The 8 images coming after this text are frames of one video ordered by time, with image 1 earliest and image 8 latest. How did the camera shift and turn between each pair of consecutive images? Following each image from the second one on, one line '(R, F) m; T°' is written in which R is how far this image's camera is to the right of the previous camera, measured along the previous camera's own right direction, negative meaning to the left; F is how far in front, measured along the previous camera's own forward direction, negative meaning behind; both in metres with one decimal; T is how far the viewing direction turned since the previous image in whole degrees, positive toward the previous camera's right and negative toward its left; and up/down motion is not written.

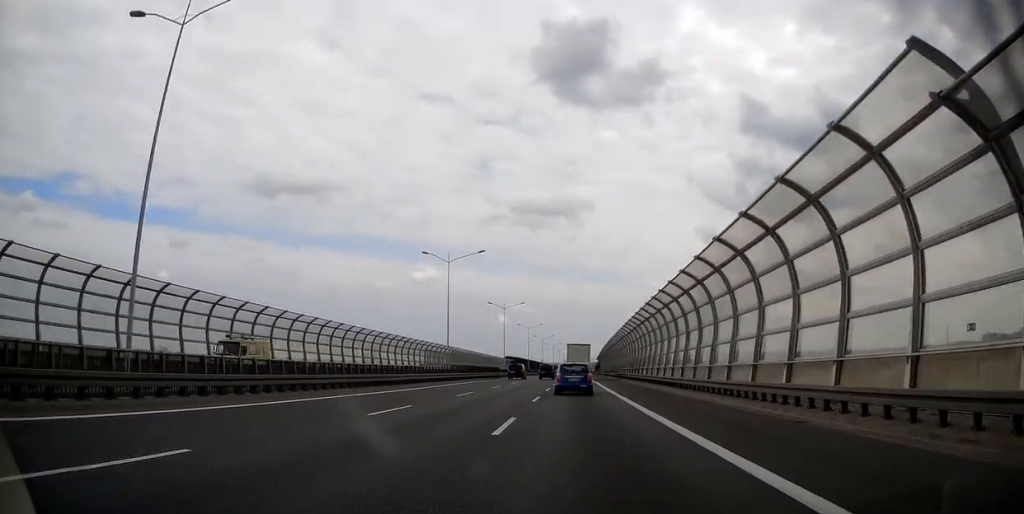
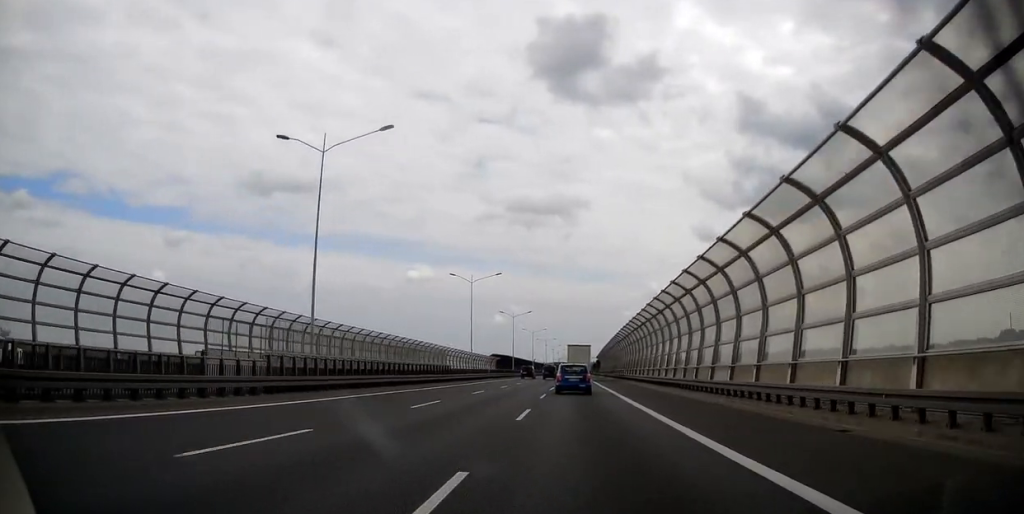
(0.0, +32.5) m; 0°
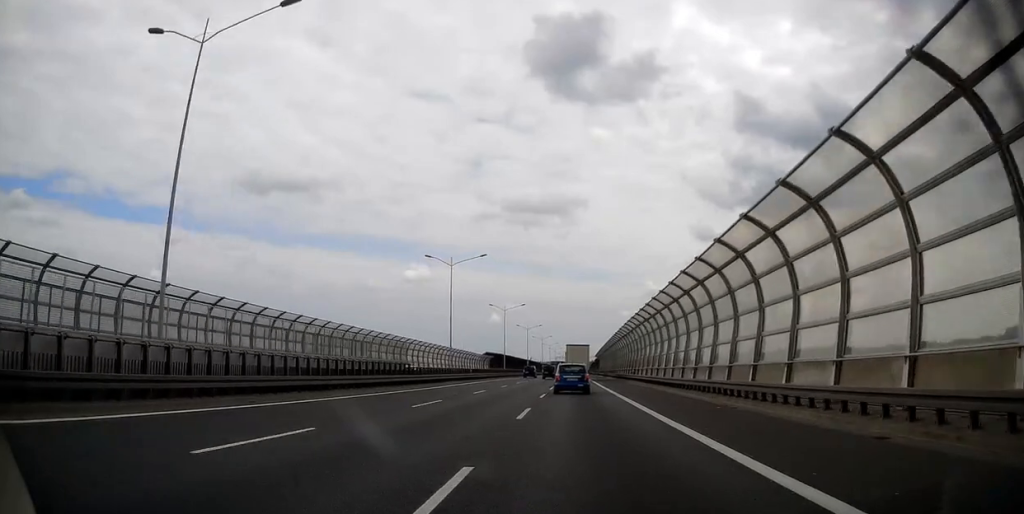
(+0.1, +11.7) m; 0°
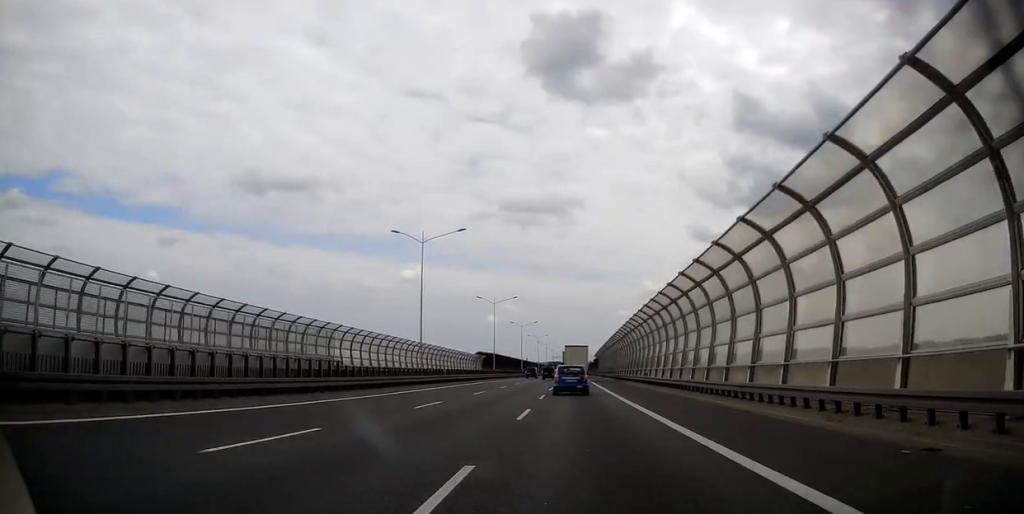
(-0.3, +11.7) m; +1°
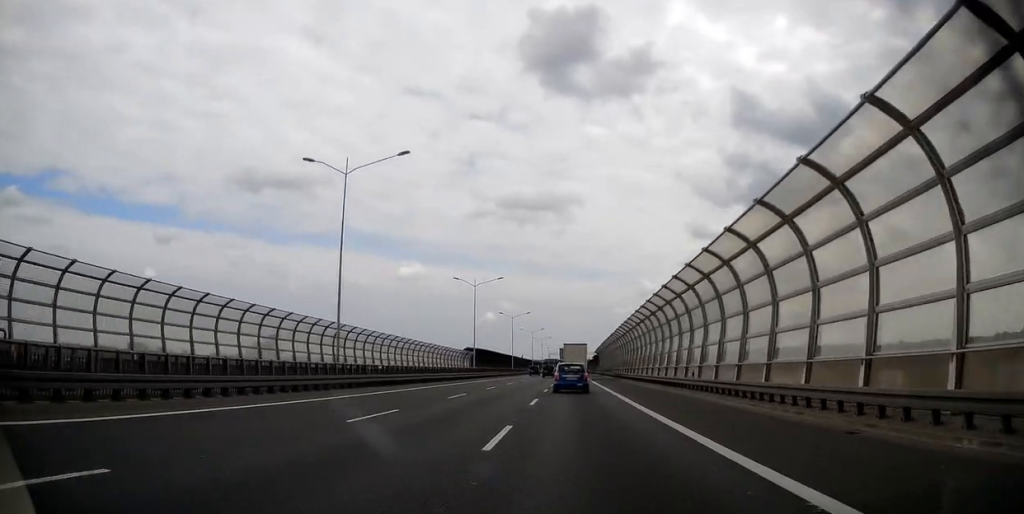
(+0.2, +18.1) m; +1°
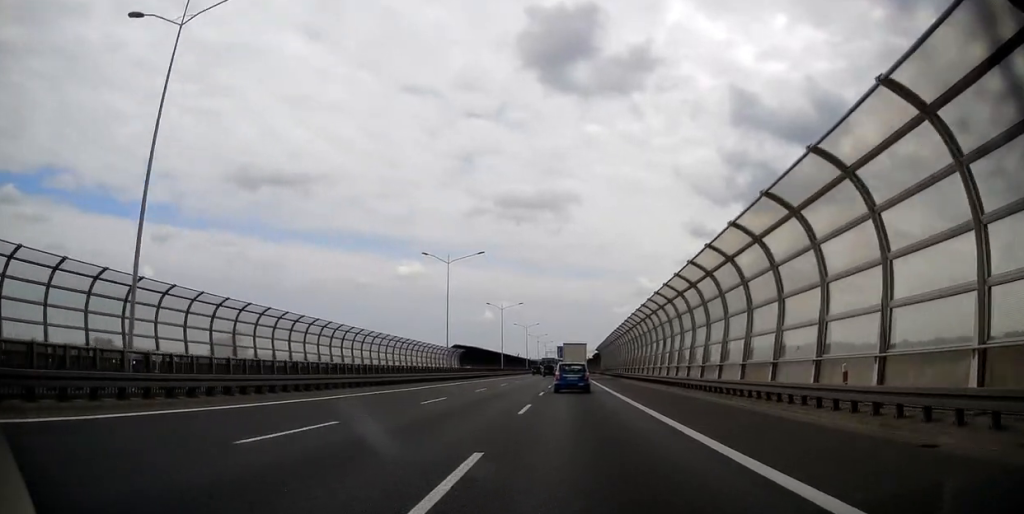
(+0.3, +16.6) m; 0°
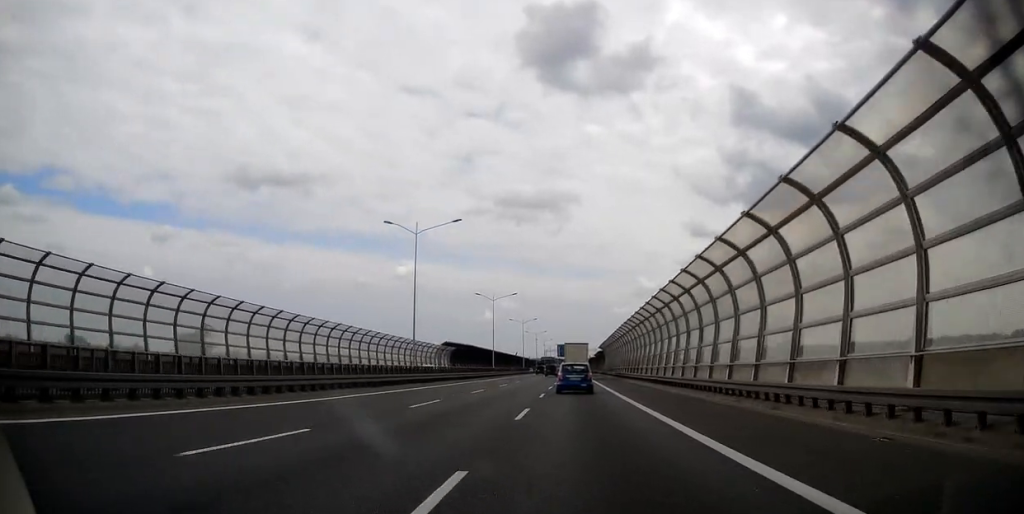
(-0.2, +13.6) m; -1°
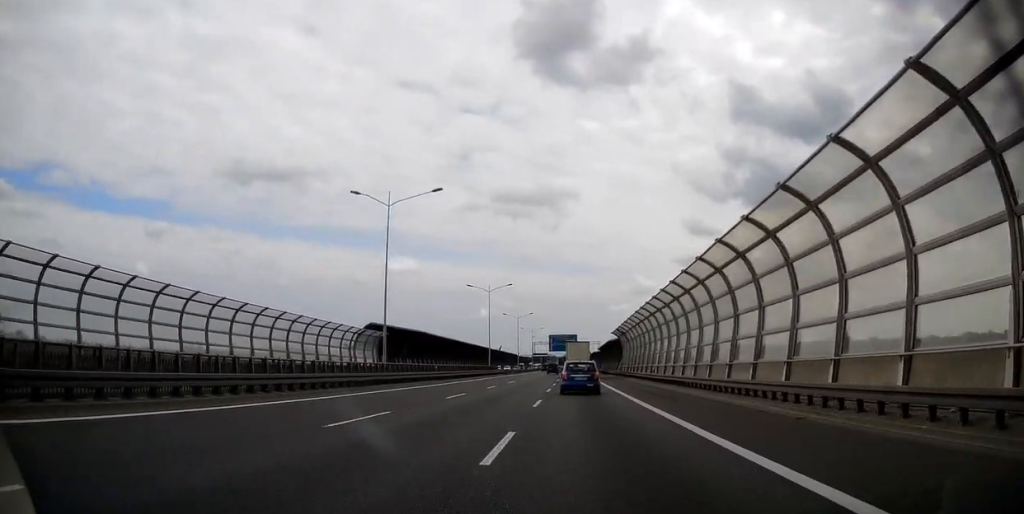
(-0.3, +55.5) m; 0°
